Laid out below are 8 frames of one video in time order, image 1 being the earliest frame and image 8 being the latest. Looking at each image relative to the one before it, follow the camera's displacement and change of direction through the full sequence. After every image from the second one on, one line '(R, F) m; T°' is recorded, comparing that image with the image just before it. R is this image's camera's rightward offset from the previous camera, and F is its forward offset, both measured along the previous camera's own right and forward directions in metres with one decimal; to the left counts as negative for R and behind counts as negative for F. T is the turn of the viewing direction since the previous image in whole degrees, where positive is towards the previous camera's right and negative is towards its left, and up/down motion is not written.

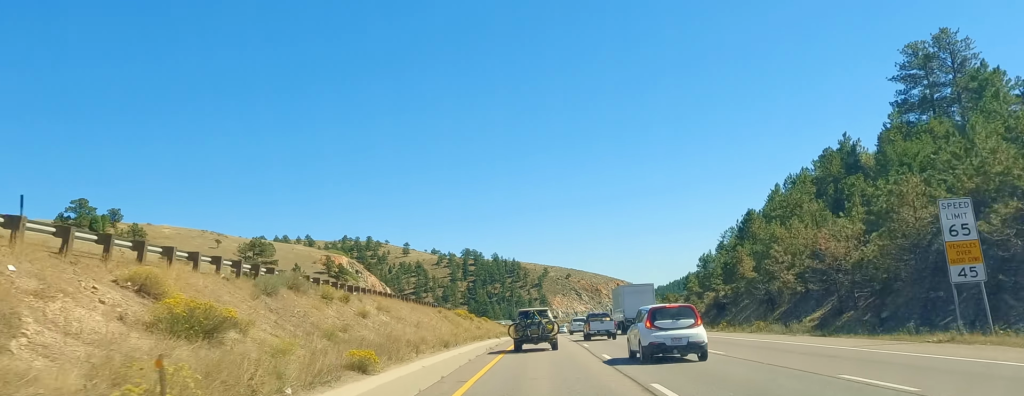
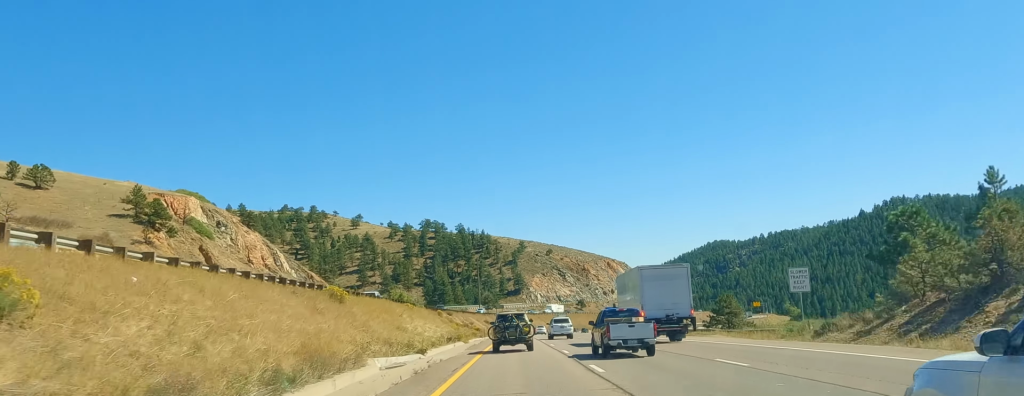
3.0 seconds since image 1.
(+1.0, +99.6) m; 0°
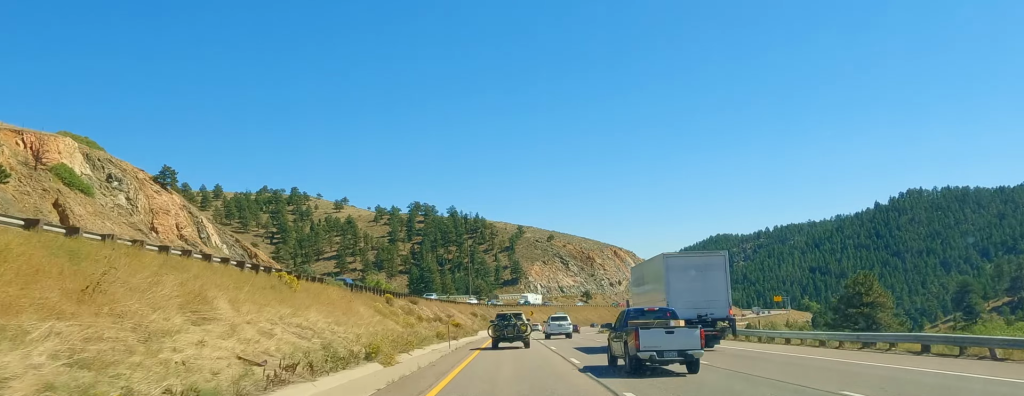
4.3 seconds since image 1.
(-0.4, +44.1) m; 0°
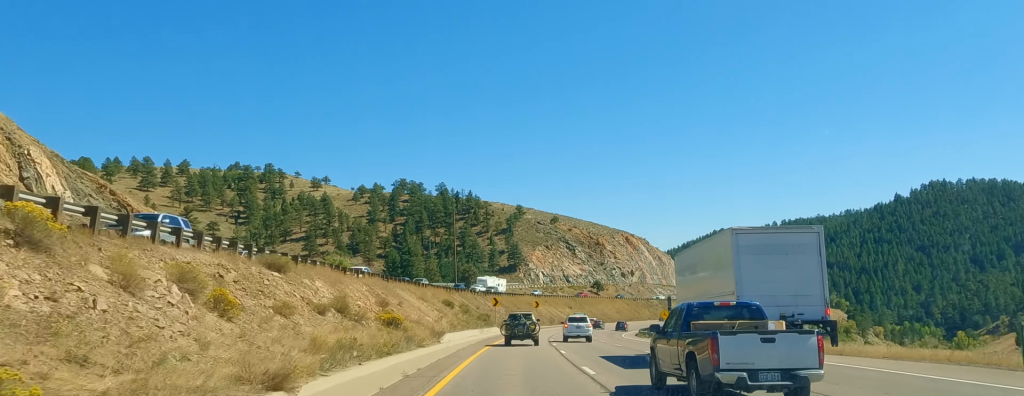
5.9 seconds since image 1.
(-0.7, +52.3) m; +2°
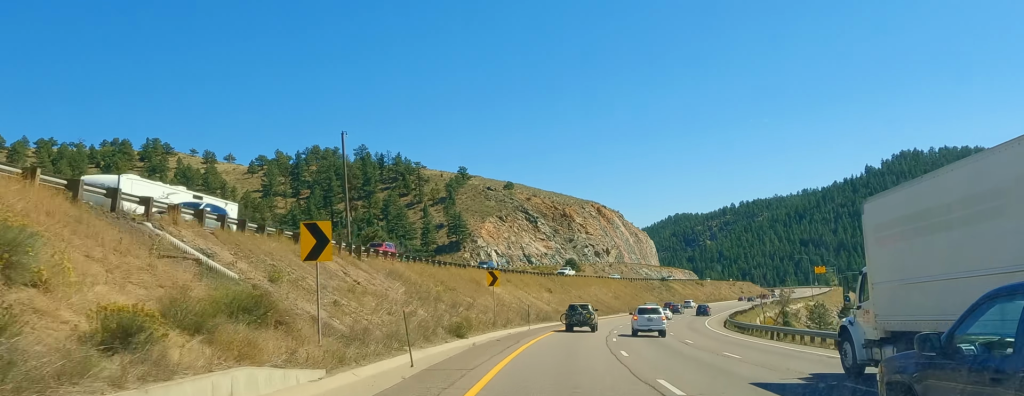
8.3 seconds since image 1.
(+6.2, +76.9) m; +9°
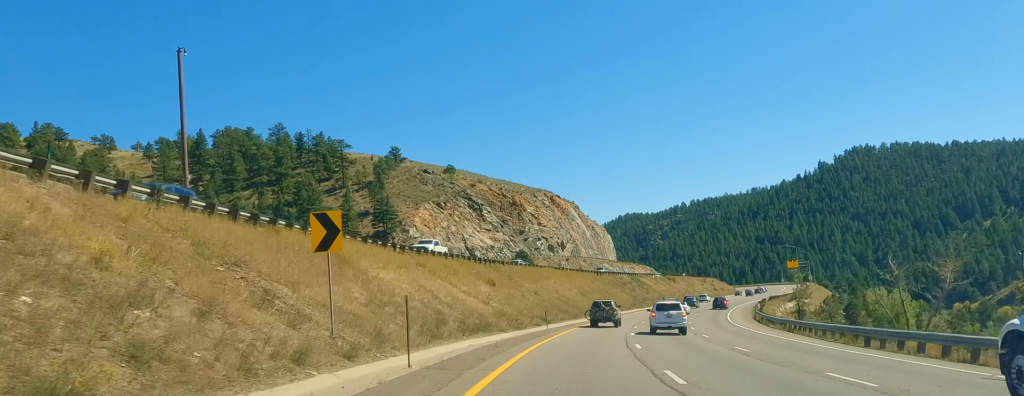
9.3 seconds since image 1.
(+0.7, +35.0) m; +5°
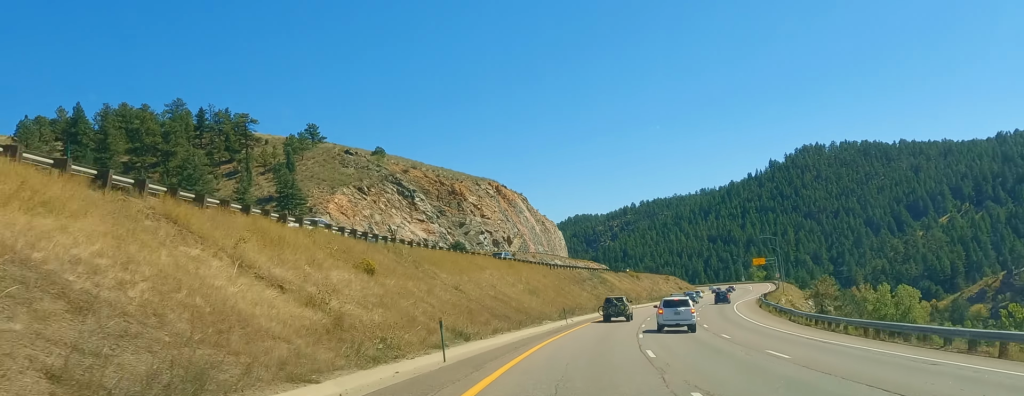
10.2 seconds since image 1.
(+1.7, +29.4) m; +4°
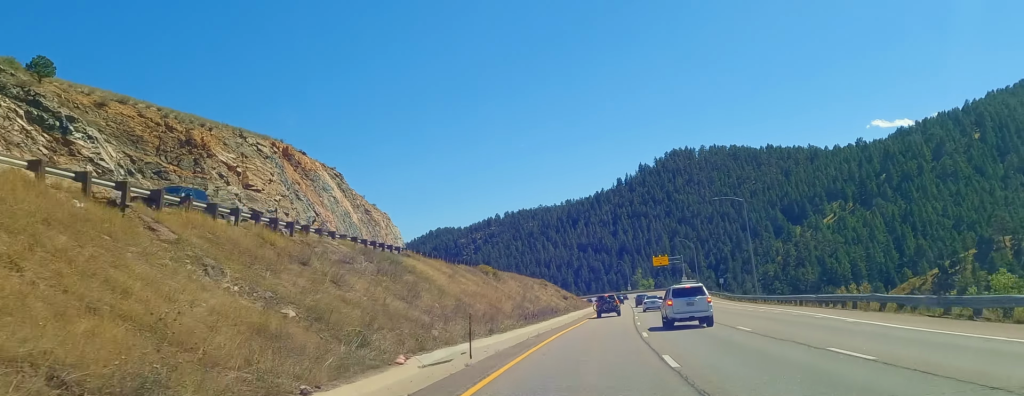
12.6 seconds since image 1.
(+7.7, +78.4) m; +8°
